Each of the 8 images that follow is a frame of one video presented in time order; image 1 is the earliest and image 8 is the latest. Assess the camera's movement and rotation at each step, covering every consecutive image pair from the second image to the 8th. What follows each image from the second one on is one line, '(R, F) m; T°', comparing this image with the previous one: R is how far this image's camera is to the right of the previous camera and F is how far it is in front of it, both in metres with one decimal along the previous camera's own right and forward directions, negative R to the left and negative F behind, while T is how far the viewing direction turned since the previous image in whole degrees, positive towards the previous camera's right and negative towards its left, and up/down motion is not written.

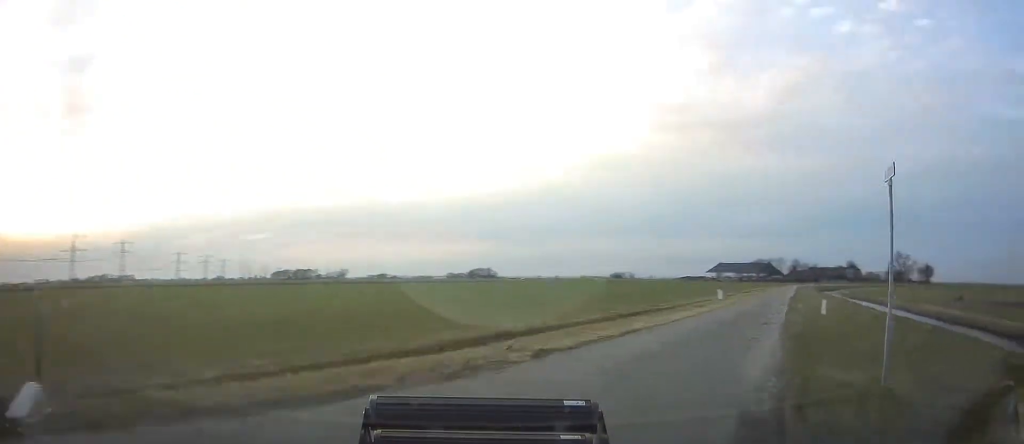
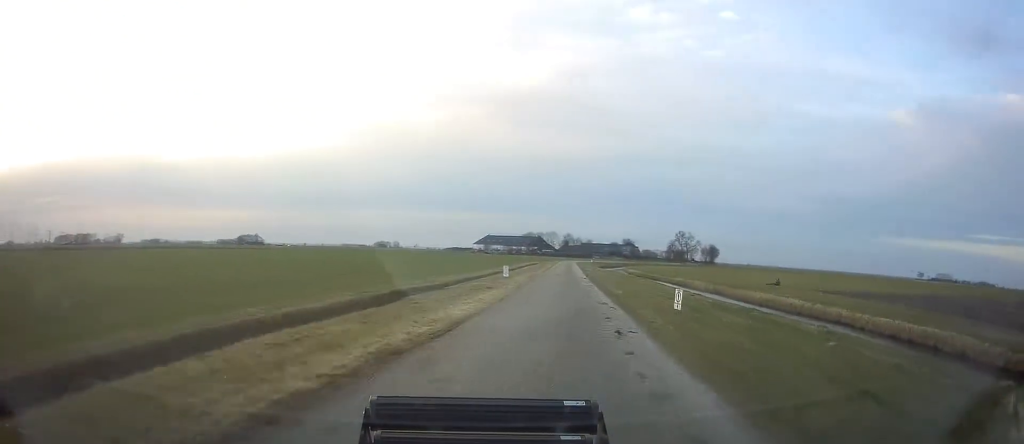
(+2.1, +6.7) m; +14°
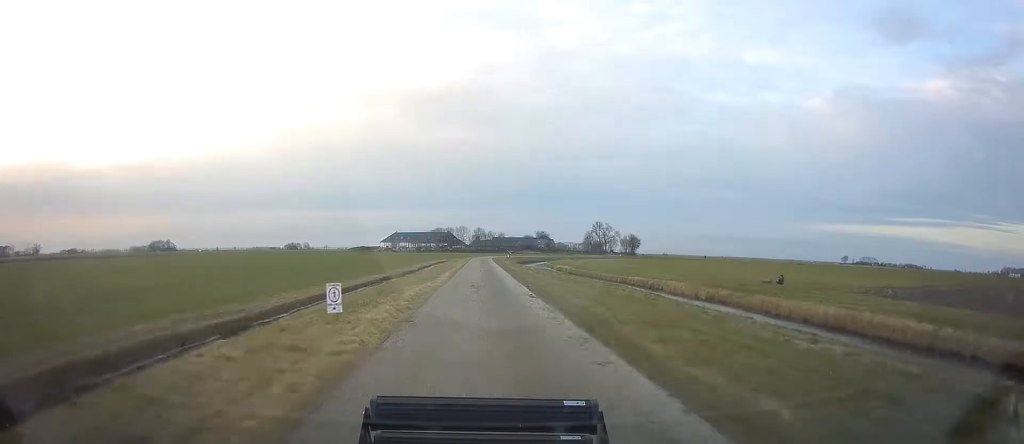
(+2.9, +16.5) m; +12°
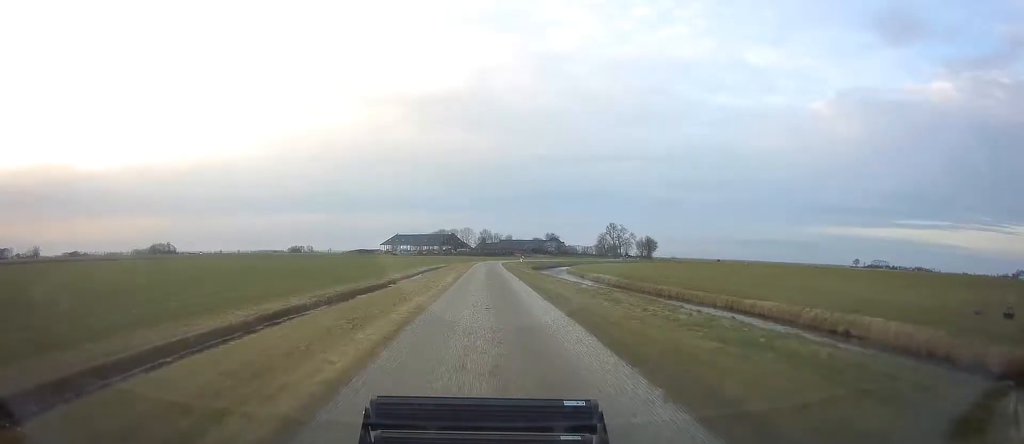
(0.0, +22.0) m; 0°
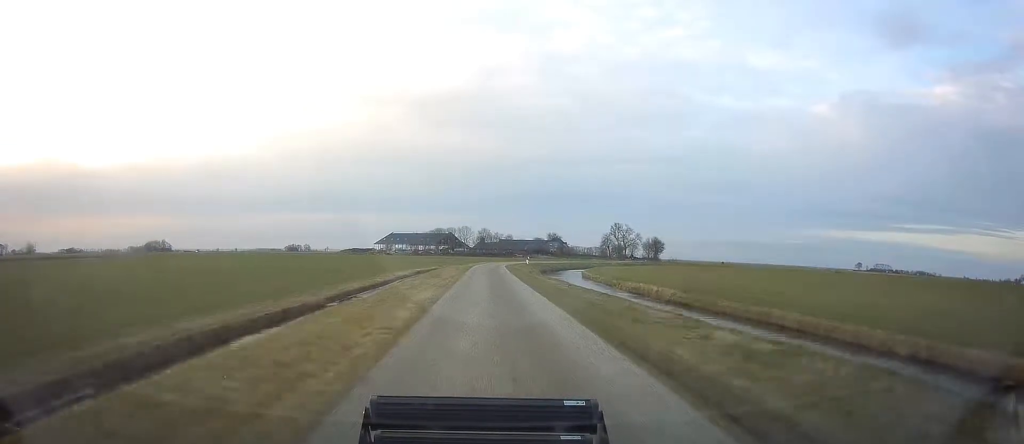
(0.0, +15.5) m; 0°
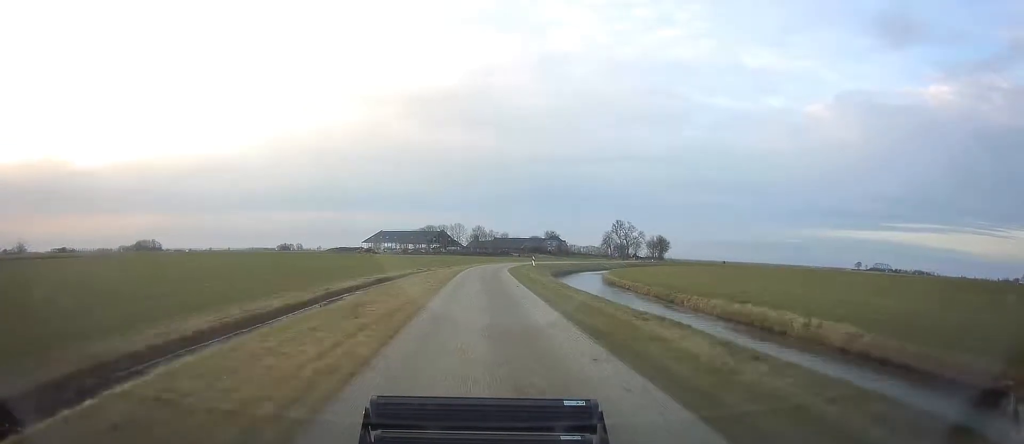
(0.0, +18.7) m; 0°
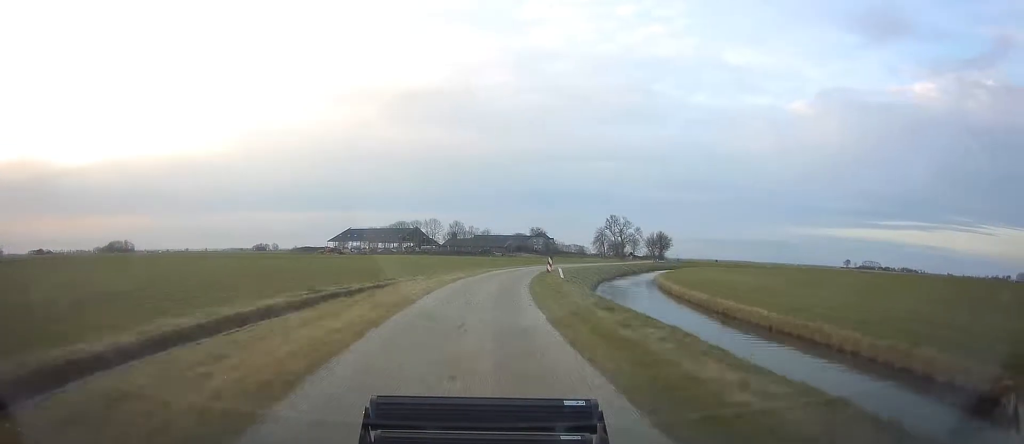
(+0.6, +32.6) m; +3°
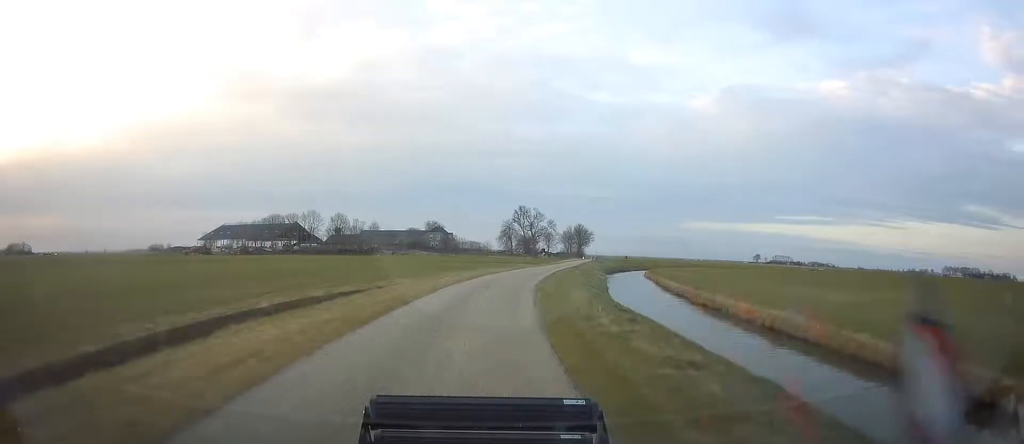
(+2.2, +39.2) m; +8°
